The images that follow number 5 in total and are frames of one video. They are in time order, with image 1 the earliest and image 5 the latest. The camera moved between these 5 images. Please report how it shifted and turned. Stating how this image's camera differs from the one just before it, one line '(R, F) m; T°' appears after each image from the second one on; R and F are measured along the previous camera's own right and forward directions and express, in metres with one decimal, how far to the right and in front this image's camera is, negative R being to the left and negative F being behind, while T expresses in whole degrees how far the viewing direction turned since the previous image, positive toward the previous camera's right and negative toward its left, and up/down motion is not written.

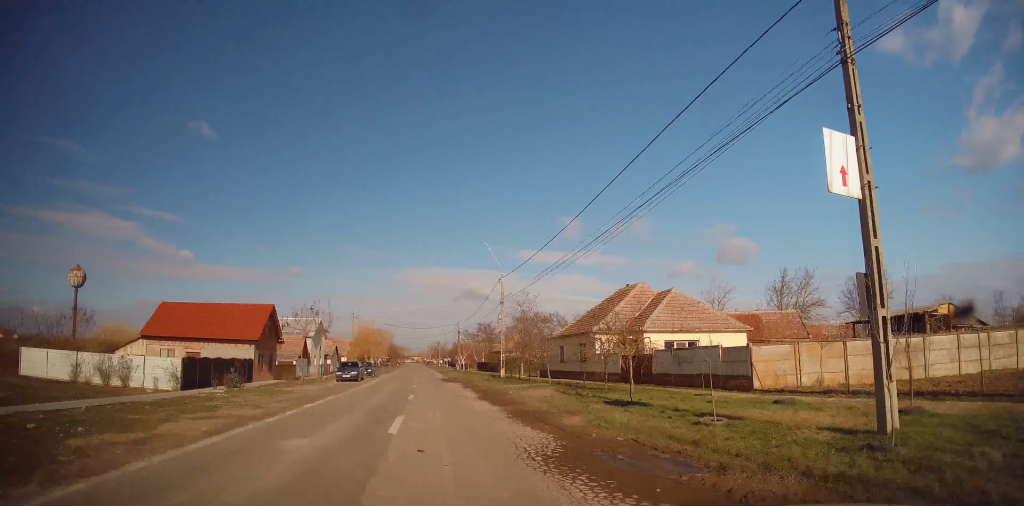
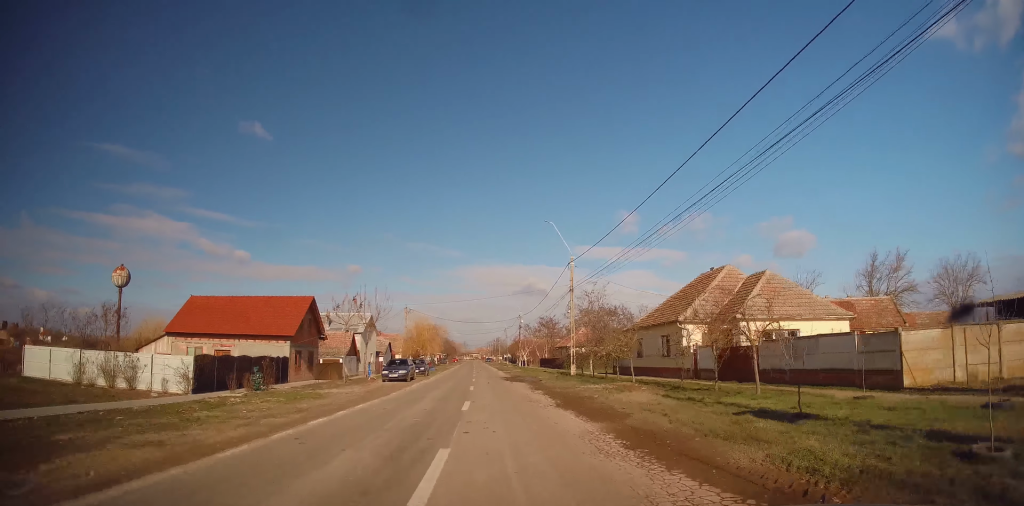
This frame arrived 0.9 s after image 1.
(-0.3, +4.9) m; 0°
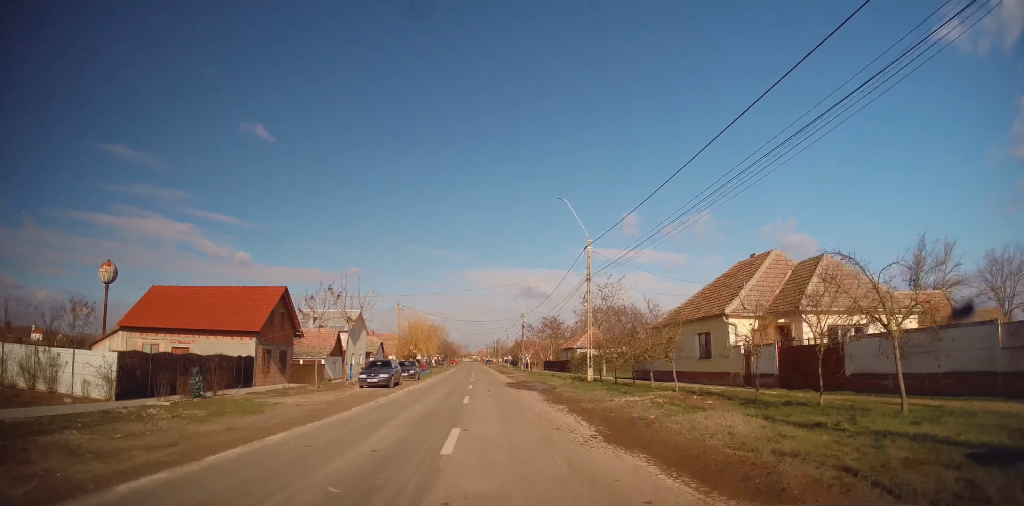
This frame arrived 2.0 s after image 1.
(+0.3, +6.5) m; +2°
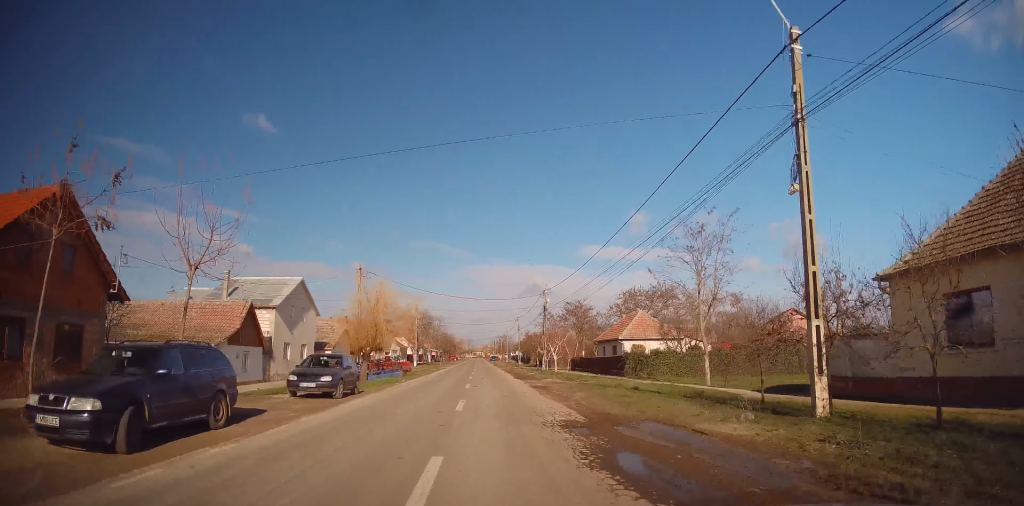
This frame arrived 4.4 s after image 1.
(-0.5, +21.8) m; -2°
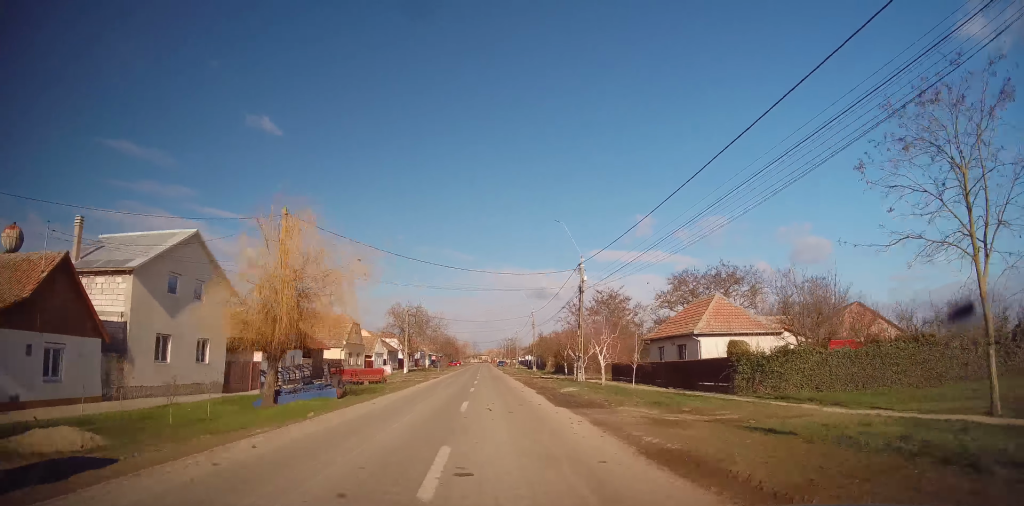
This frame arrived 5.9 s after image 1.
(-0.1, +17.0) m; 0°
